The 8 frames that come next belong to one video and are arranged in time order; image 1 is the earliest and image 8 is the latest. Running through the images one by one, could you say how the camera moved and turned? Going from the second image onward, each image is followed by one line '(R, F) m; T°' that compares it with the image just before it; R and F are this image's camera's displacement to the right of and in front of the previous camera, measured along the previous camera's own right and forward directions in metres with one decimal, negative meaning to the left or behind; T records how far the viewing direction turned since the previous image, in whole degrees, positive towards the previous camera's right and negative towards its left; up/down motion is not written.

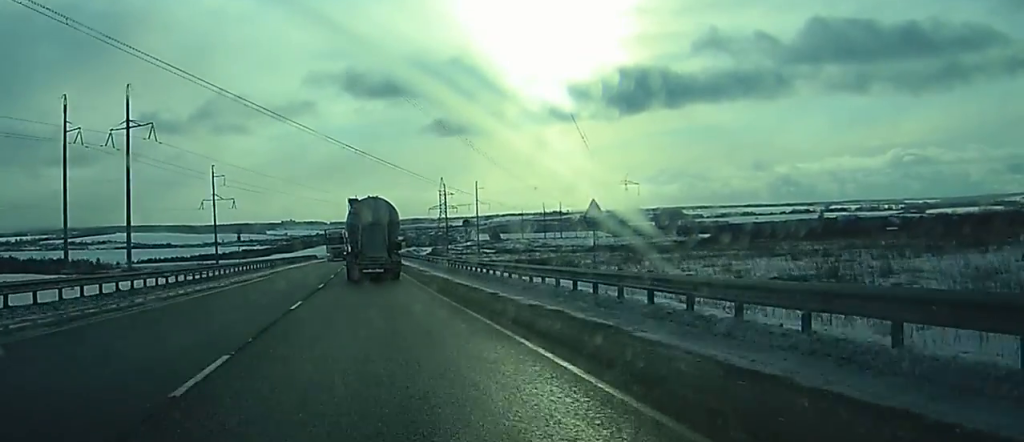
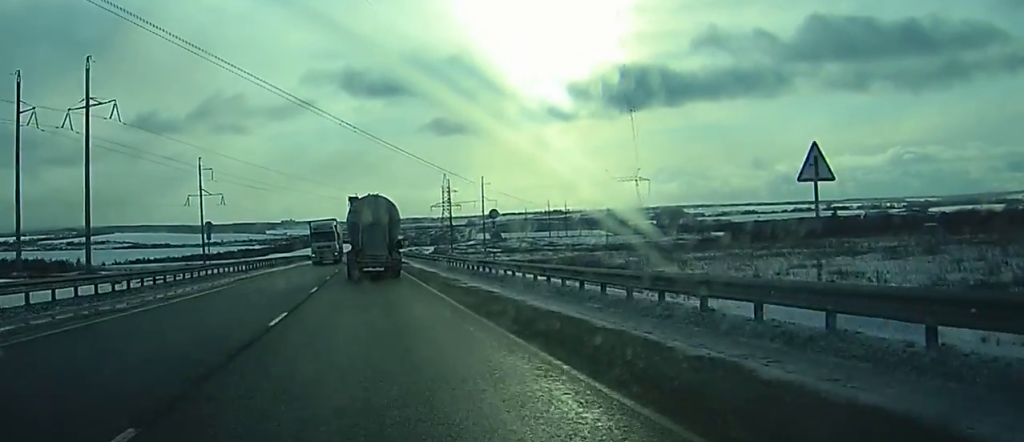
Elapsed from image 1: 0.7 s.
(0.0, +15.9) m; 0°
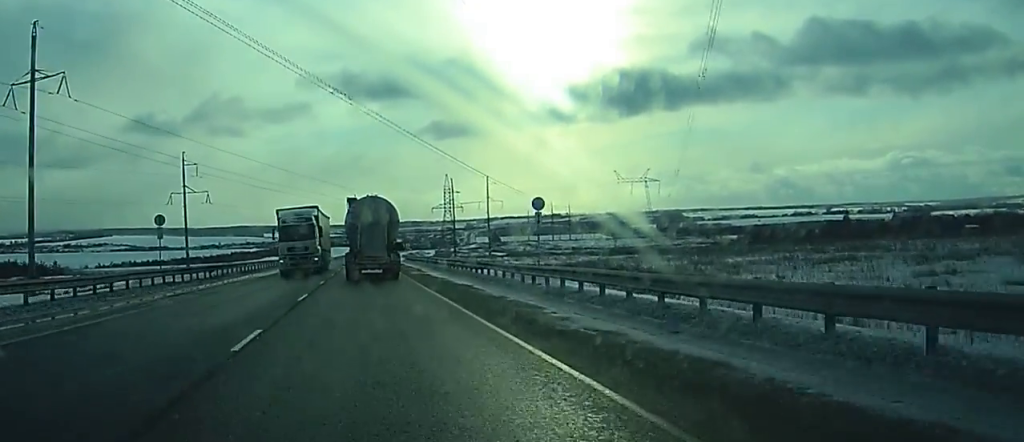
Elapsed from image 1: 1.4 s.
(0.0, +15.4) m; 0°
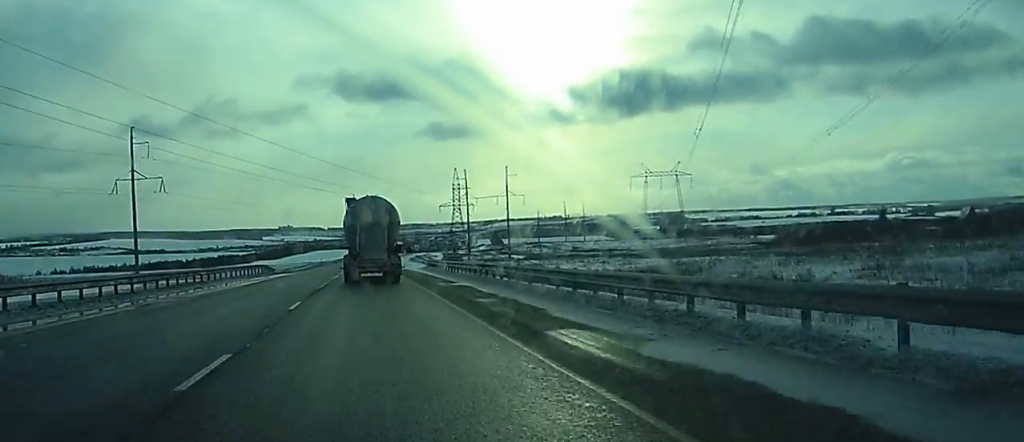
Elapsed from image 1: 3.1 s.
(-0.1, +38.3) m; 0°
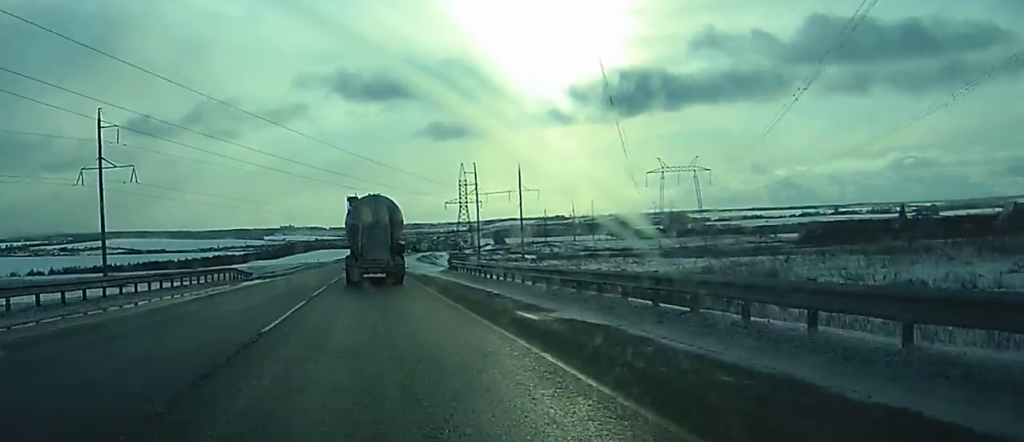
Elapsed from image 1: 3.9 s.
(0.0, +17.5) m; 0°
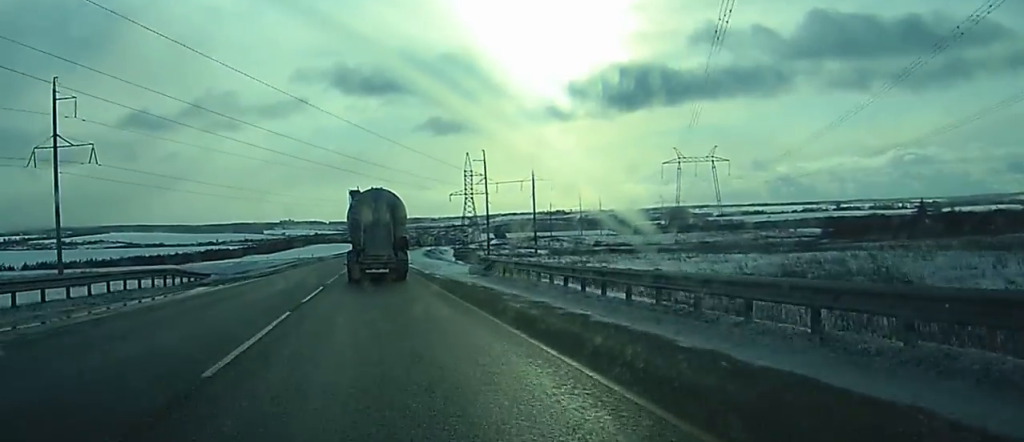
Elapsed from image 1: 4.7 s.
(0.0, +17.6) m; 0°
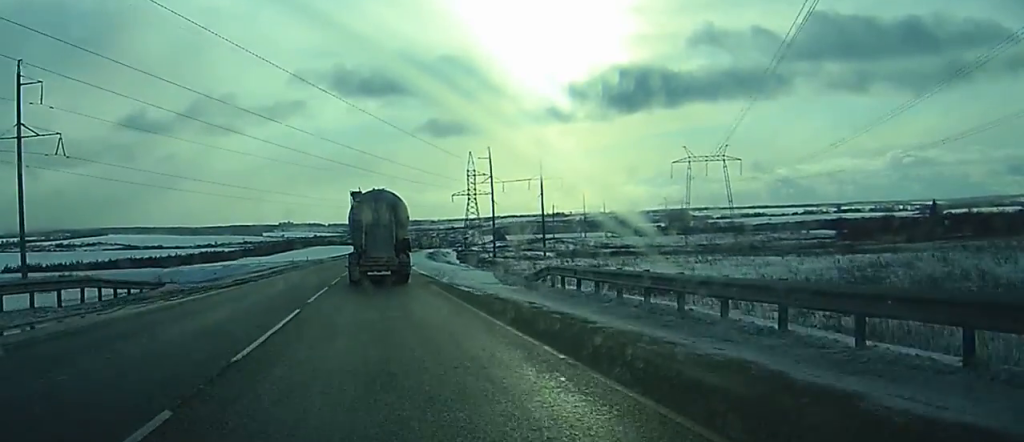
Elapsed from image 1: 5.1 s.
(0.0, +10.8) m; 0°
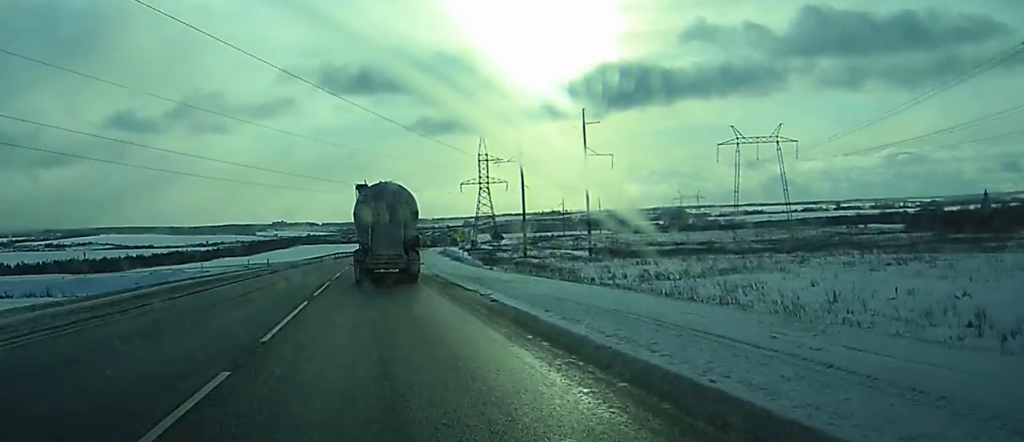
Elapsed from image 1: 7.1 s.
(+0.1, +46.0) m; 0°
